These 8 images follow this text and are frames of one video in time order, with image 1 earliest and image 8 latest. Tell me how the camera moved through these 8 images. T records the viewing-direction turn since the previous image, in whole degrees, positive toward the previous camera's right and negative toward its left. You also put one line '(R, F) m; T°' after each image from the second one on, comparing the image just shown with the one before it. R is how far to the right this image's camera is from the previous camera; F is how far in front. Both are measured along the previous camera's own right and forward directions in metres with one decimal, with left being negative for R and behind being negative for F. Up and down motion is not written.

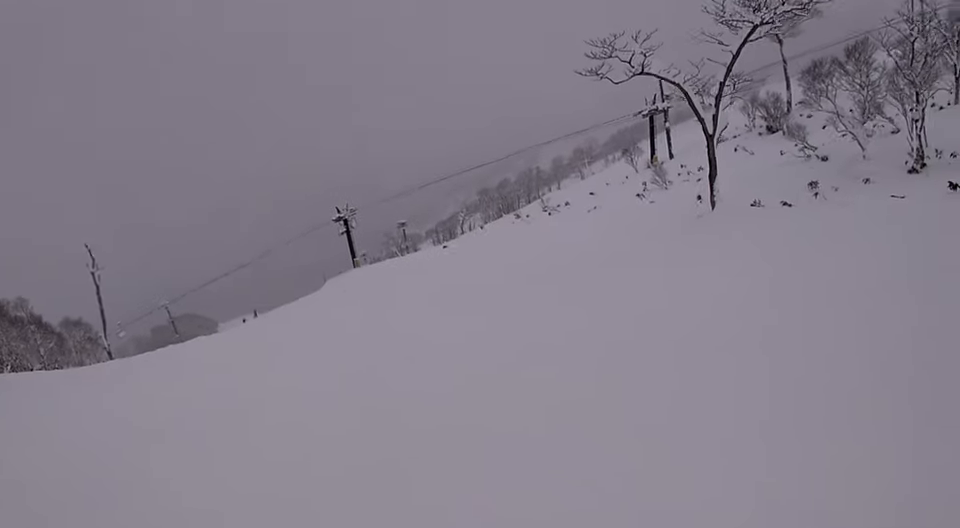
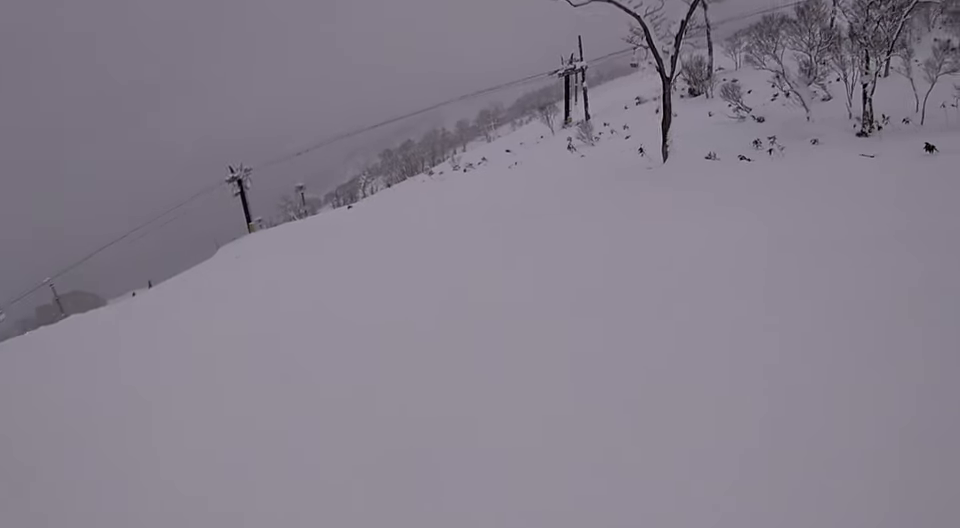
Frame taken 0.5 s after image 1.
(+0.2, +2.4) m; +5°
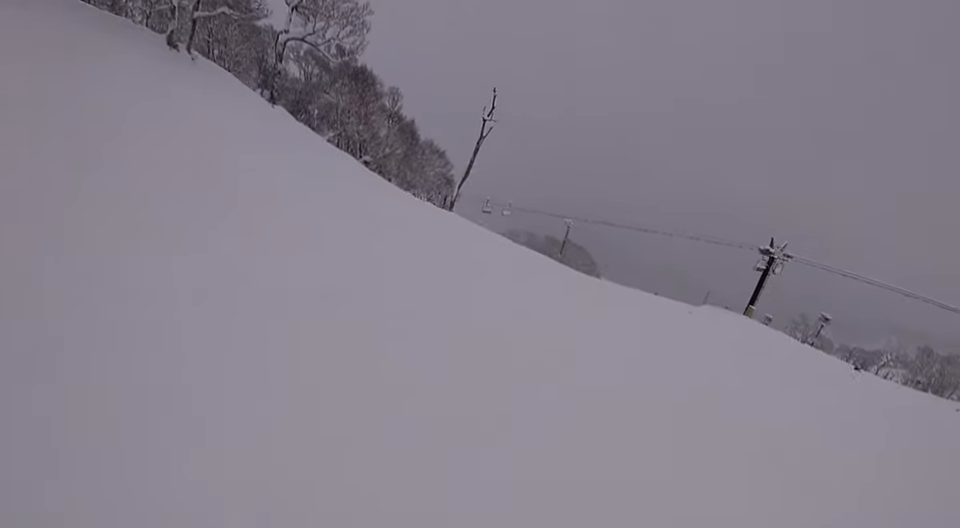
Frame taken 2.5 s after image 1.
(-0.7, +9.3) m; -31°
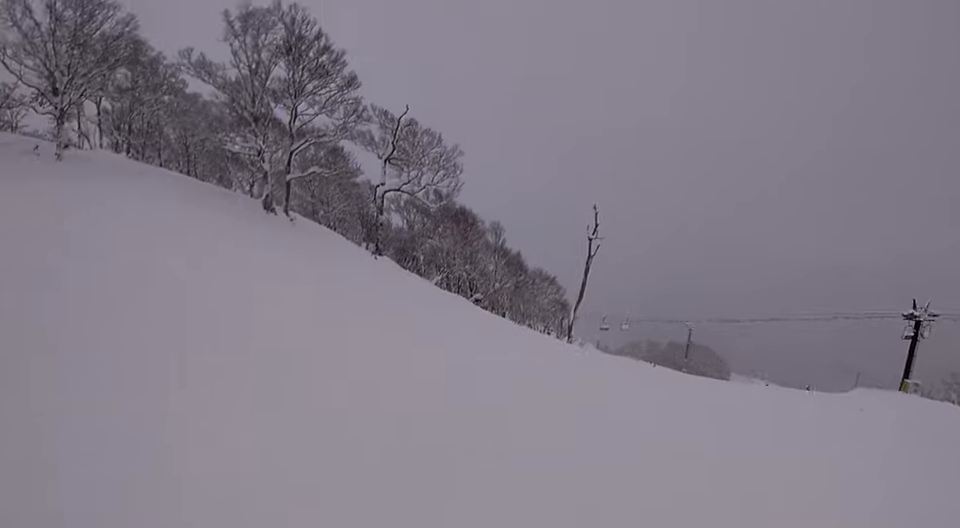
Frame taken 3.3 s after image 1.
(-1.4, +3.1) m; -15°
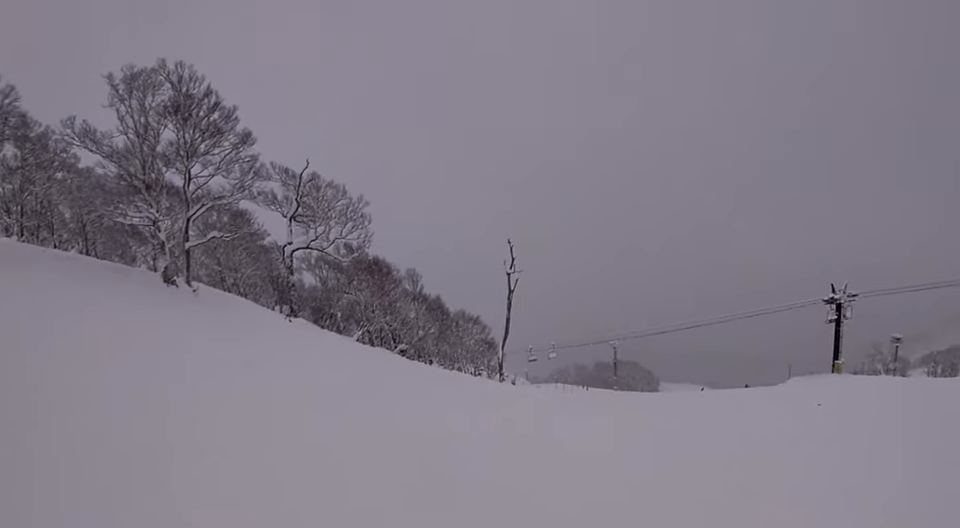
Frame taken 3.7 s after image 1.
(0.0, +1.8) m; +6°
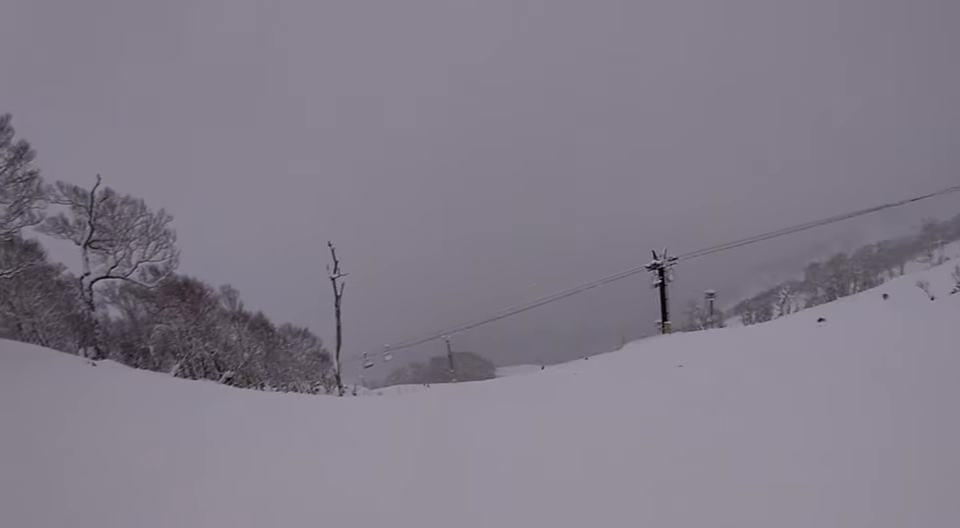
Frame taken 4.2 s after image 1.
(0.0, +2.4) m; +16°
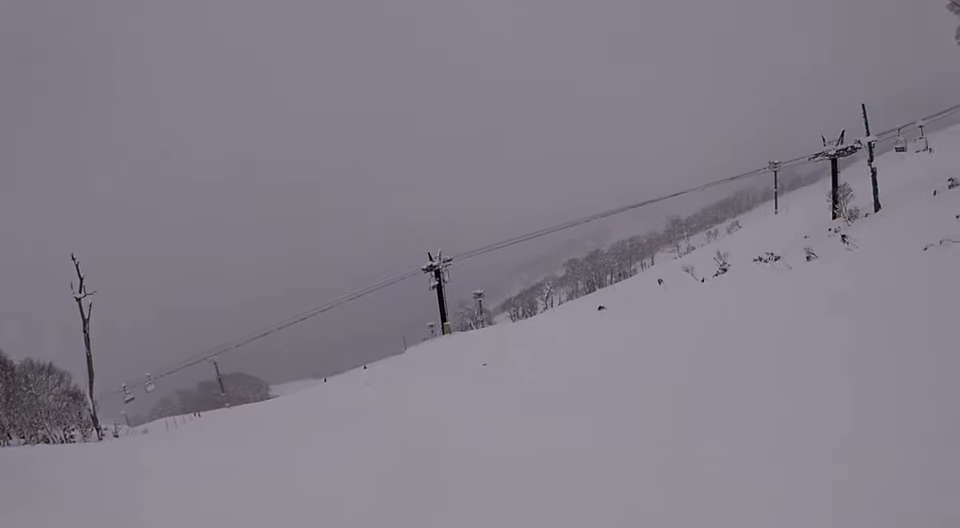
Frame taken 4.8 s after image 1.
(+0.6, +2.1) m; +22°
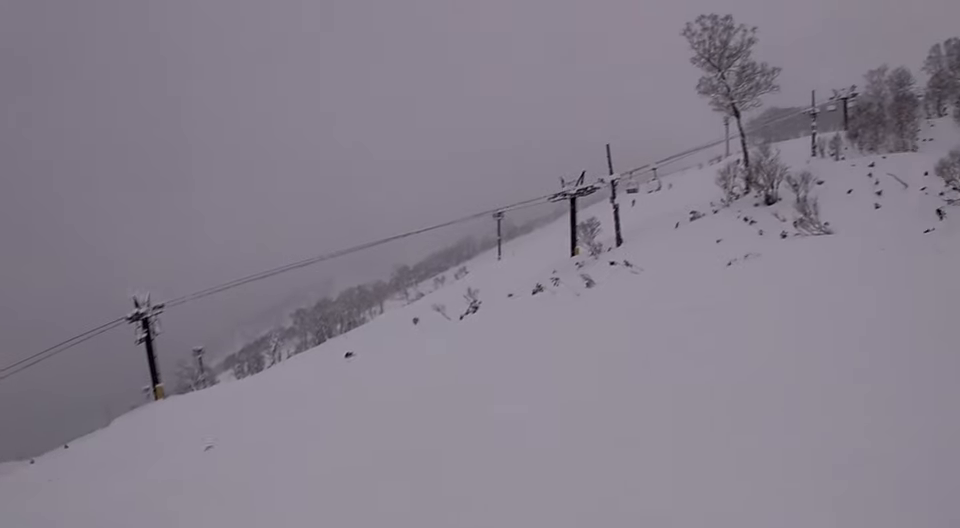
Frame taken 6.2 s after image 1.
(+2.2, +4.7) m; +35°
